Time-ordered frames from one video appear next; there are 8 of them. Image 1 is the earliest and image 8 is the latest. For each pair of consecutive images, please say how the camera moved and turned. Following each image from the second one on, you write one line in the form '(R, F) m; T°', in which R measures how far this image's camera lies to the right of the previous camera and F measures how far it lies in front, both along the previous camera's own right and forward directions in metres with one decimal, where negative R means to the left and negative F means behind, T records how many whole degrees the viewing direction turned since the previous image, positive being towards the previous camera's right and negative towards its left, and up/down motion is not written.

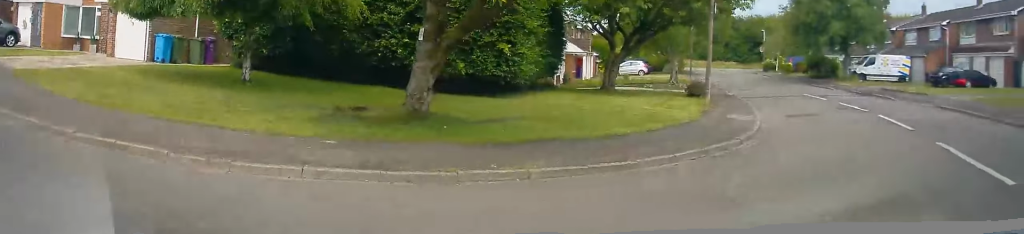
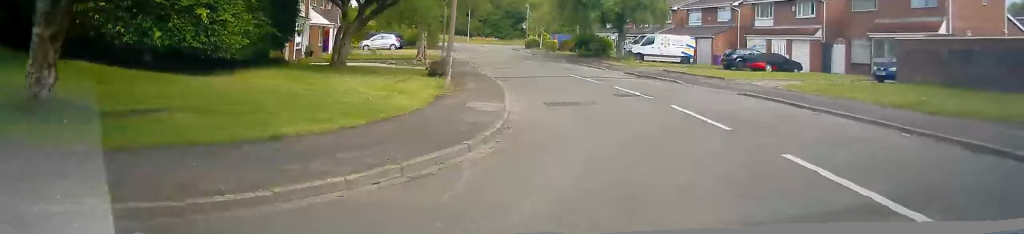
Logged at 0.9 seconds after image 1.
(+0.8, +3.4) m; +20°
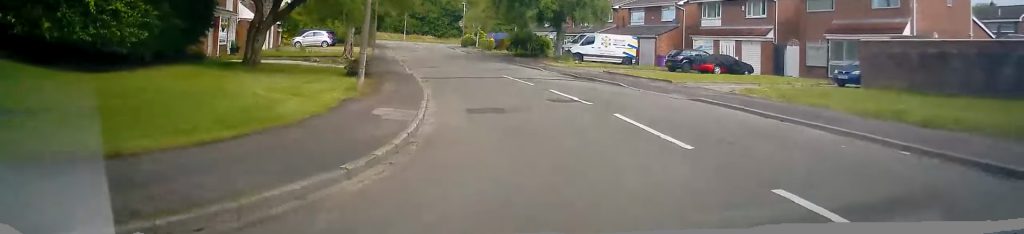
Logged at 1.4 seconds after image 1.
(+0.2, +1.9) m; +5°
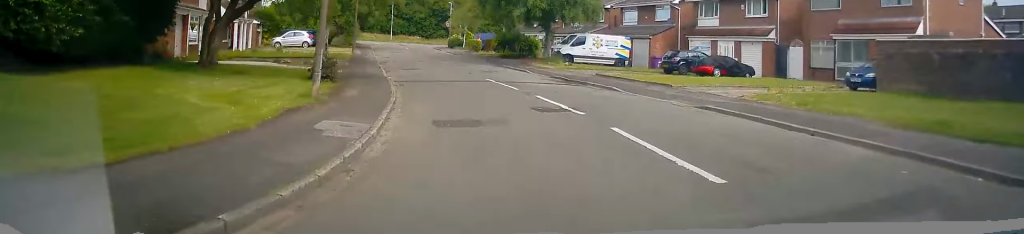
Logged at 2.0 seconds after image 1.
(+0.1, +2.1) m; +4°
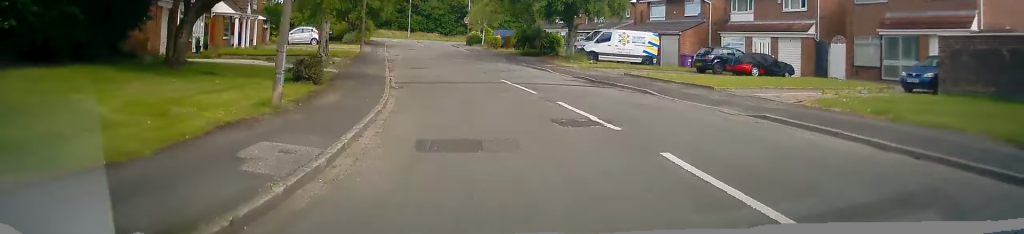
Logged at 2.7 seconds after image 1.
(+0.2, +2.9) m; -5°
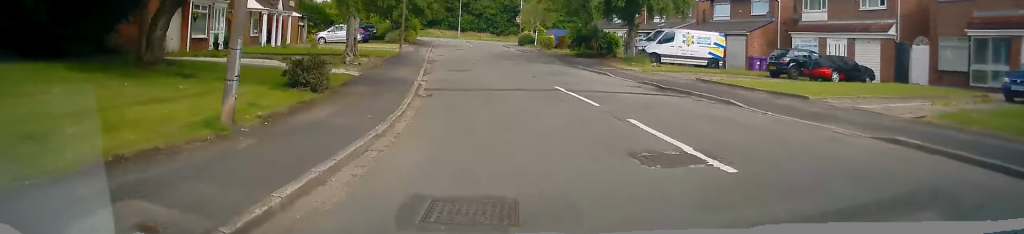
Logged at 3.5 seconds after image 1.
(-0.4, +3.3) m; -6°
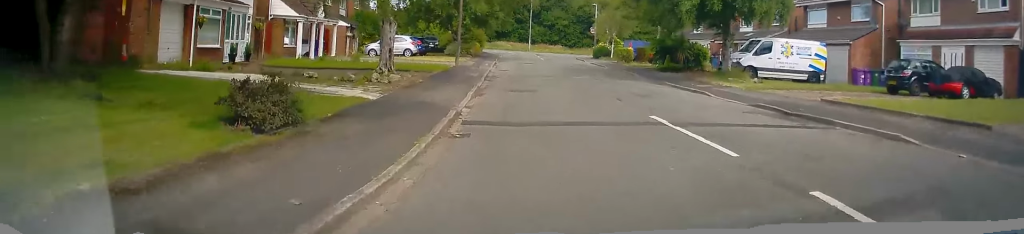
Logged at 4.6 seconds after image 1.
(-0.2, +4.9) m; -4°
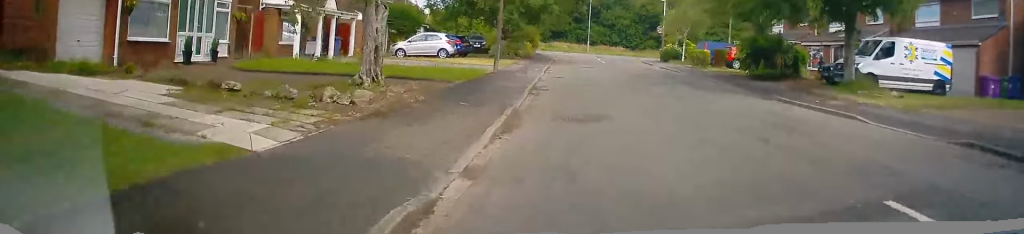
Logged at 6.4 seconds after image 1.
(-0.7, +7.0) m; -12°
